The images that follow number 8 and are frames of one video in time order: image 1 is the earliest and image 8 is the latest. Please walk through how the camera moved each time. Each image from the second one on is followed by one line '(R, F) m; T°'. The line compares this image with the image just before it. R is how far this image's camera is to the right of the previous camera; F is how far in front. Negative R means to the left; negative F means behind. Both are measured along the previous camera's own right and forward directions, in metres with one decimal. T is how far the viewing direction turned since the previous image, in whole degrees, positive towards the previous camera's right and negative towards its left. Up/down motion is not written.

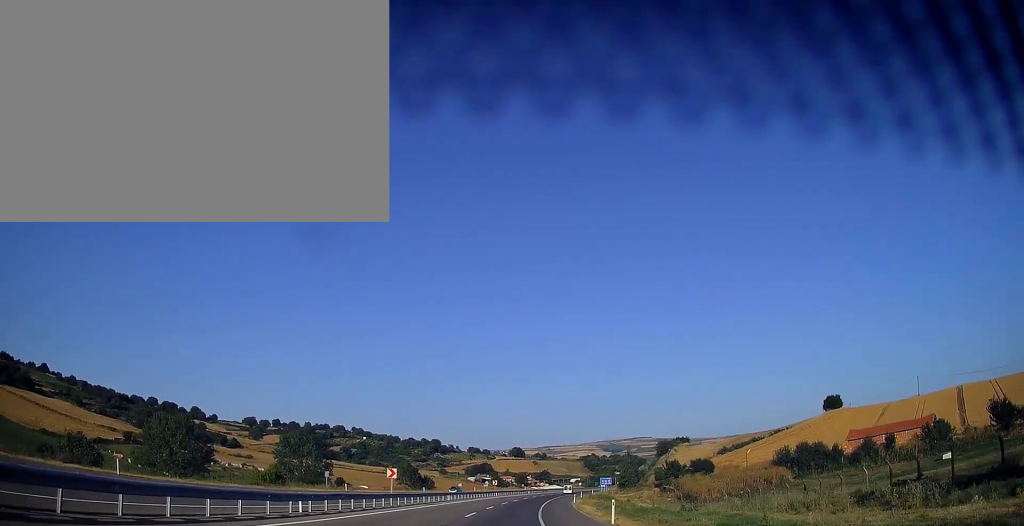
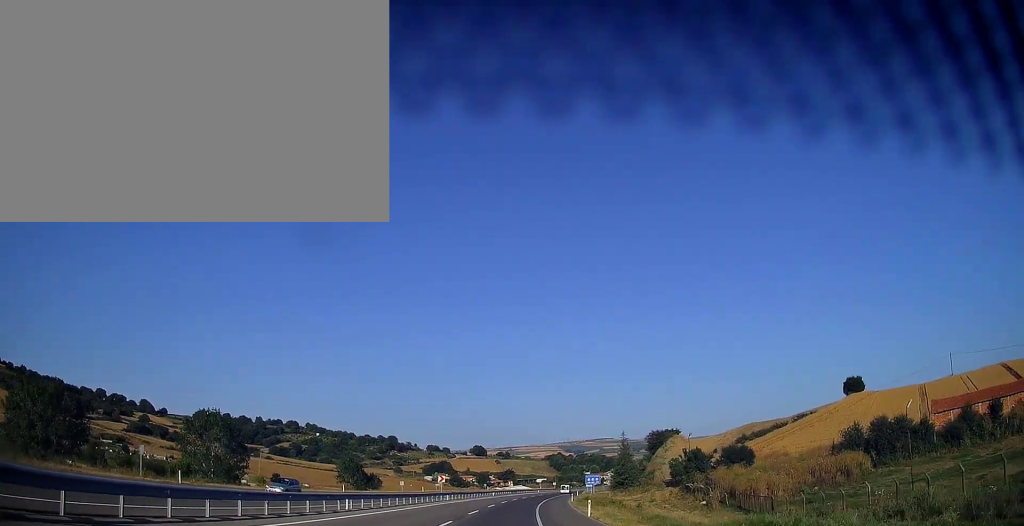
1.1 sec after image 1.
(+0.9, +33.1) m; +4°
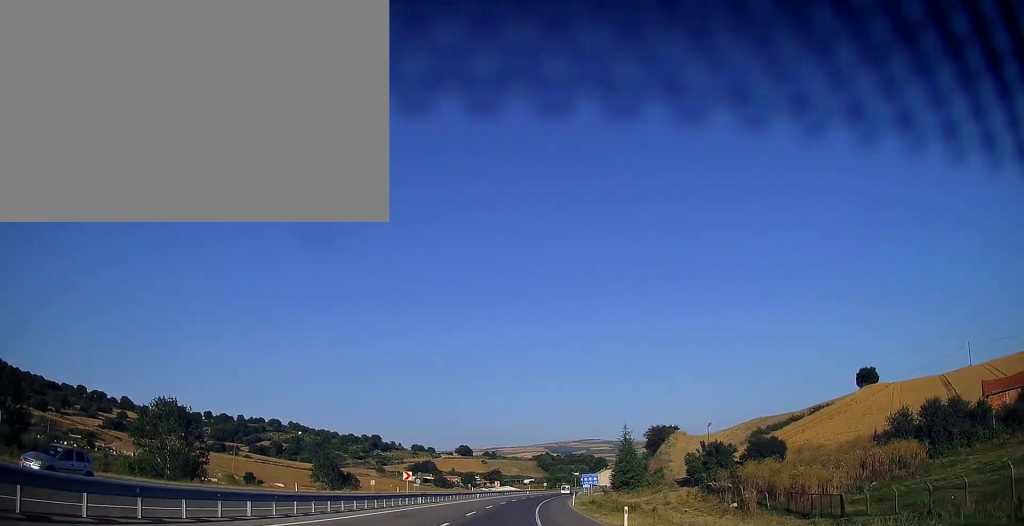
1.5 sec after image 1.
(0.0, +13.1) m; +2°
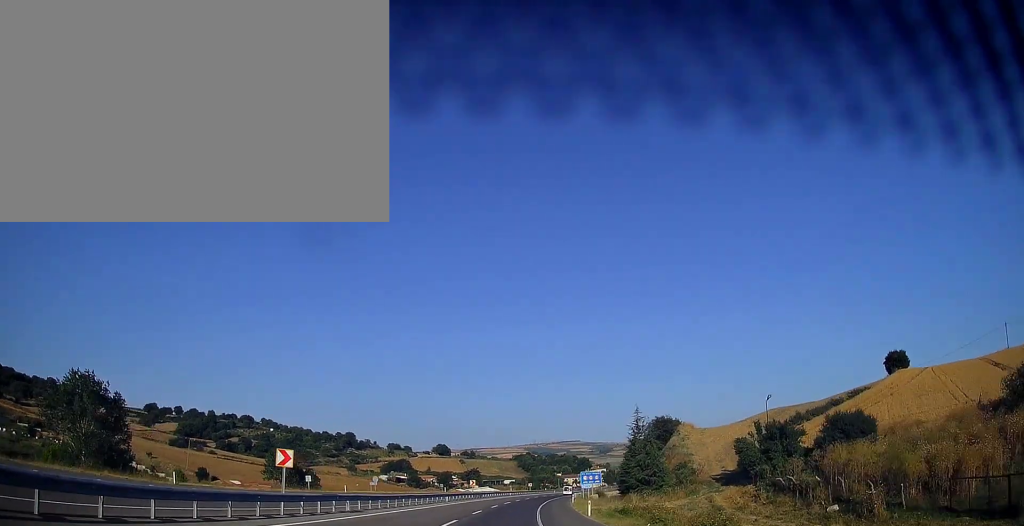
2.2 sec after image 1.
(+0.6, +21.2) m; +2°
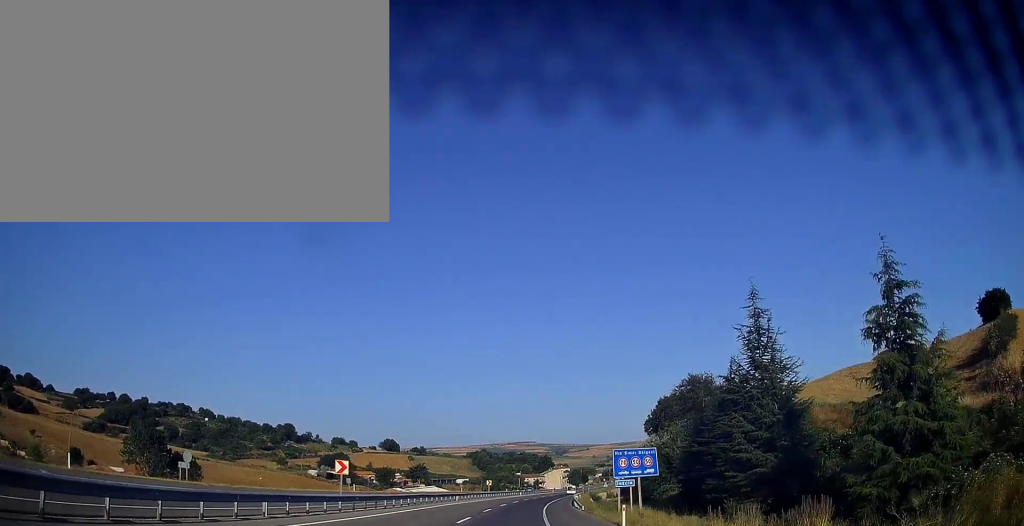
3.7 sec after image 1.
(+1.3, +45.5) m; +4°
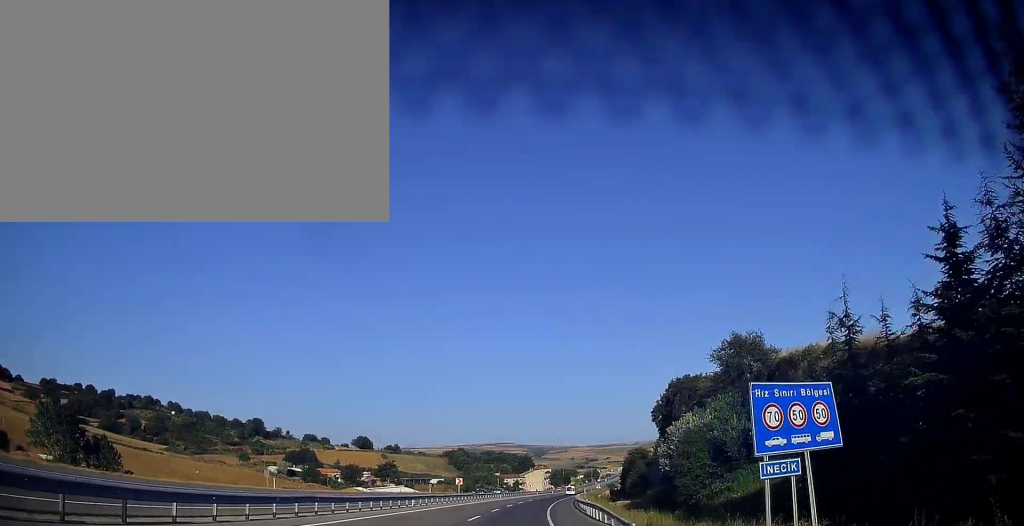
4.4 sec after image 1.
(+0.5, +21.3) m; +2°
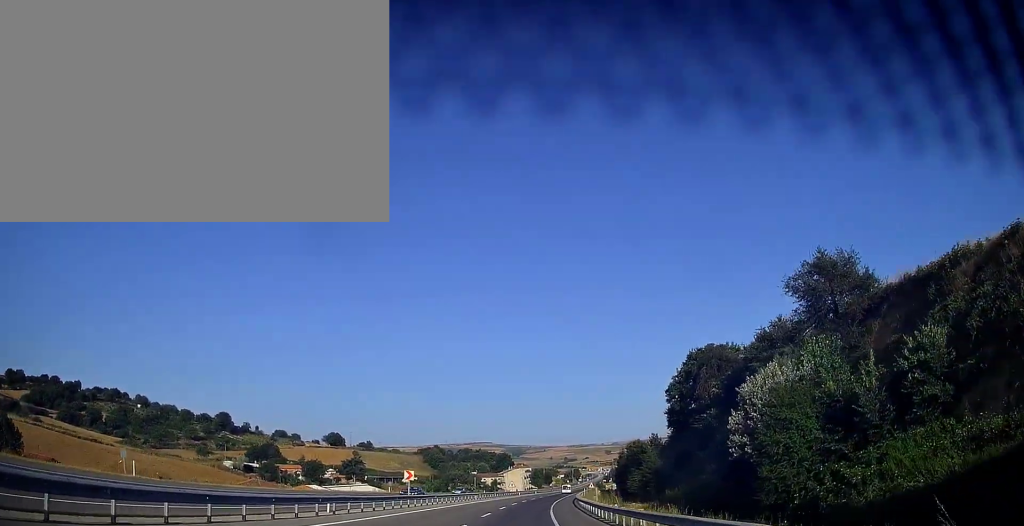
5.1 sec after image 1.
(+0.5, +20.3) m; +2°
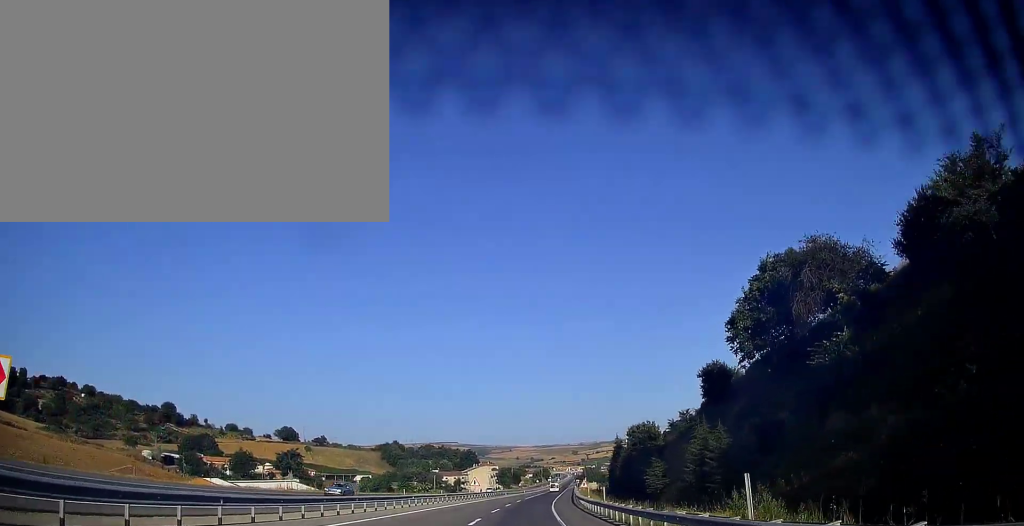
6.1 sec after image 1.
(+0.8, +31.4) m; +3°
